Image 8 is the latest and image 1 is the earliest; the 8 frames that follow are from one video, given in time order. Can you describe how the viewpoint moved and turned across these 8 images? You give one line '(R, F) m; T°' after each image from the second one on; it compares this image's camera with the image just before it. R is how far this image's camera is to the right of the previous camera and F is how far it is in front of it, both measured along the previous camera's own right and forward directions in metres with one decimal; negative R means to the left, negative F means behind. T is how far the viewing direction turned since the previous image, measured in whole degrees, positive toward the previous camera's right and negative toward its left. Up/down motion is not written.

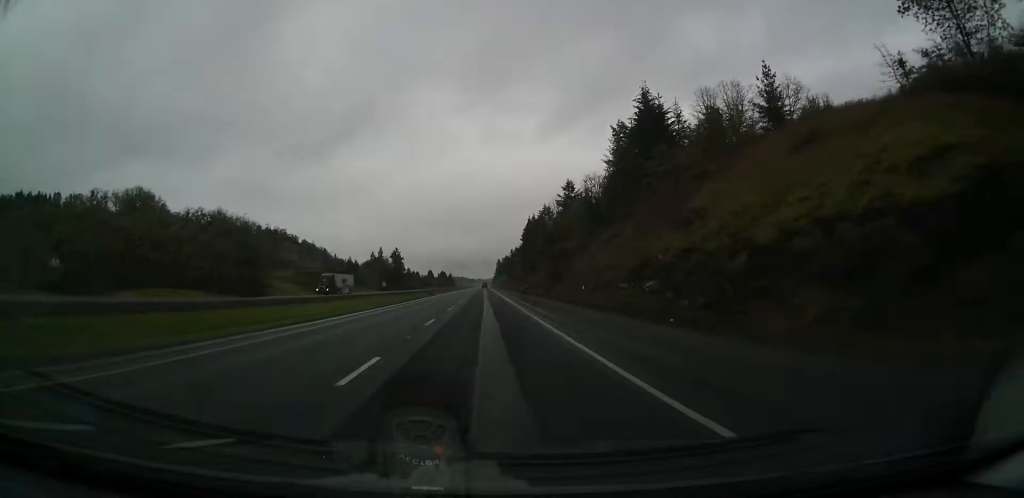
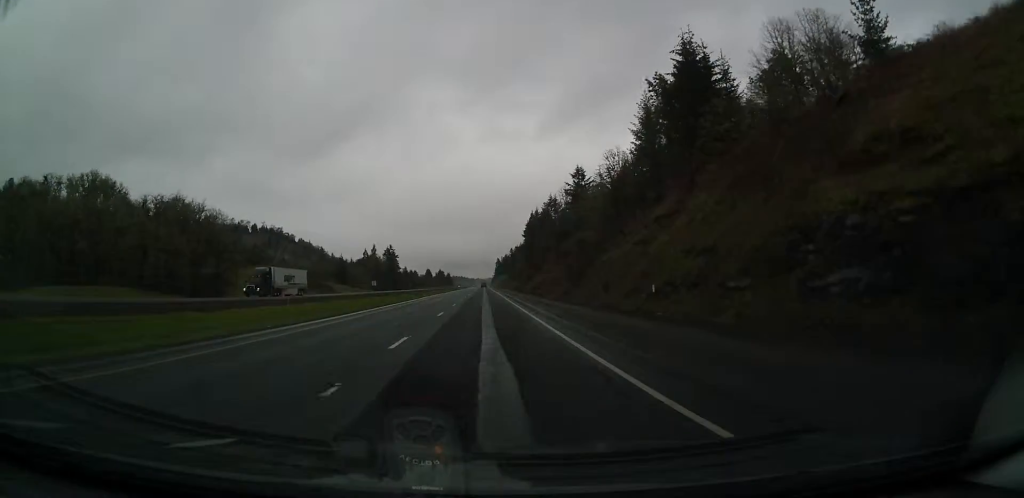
(0.0, +19.7) m; 0°
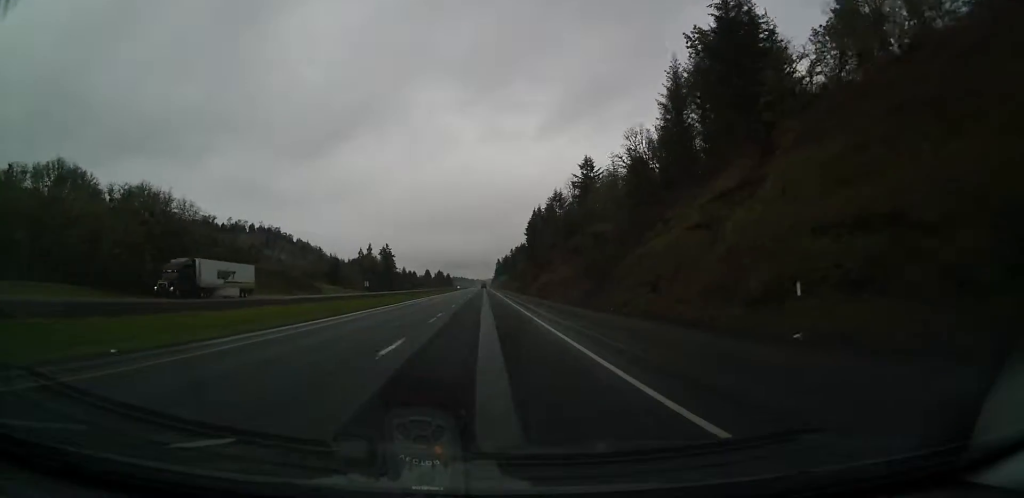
(0.0, +13.1) m; 0°
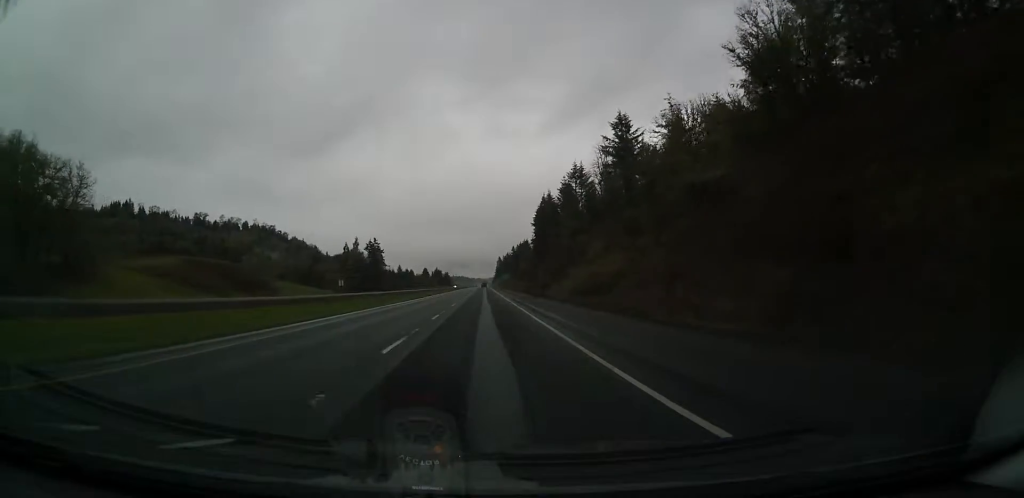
(-0.1, +36.0) m; -1°
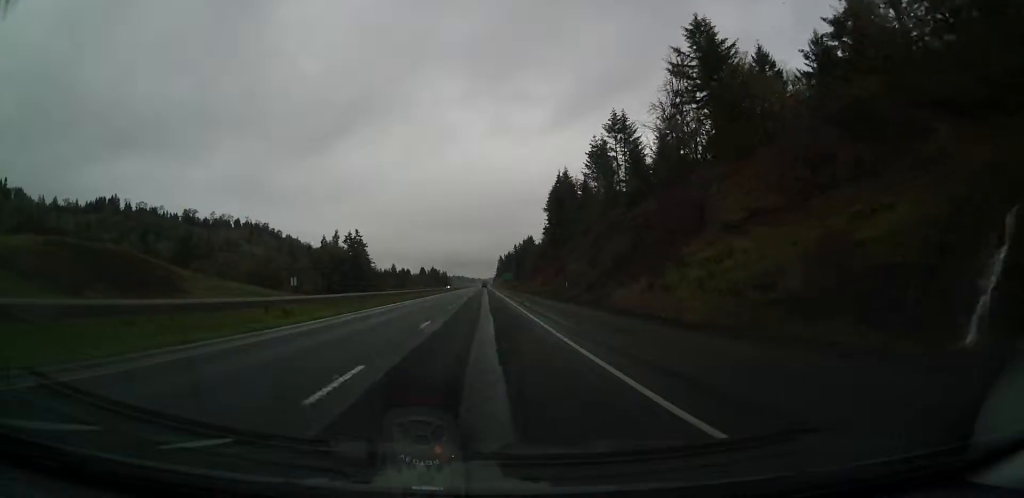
(-0.4, +41.4) m; 0°
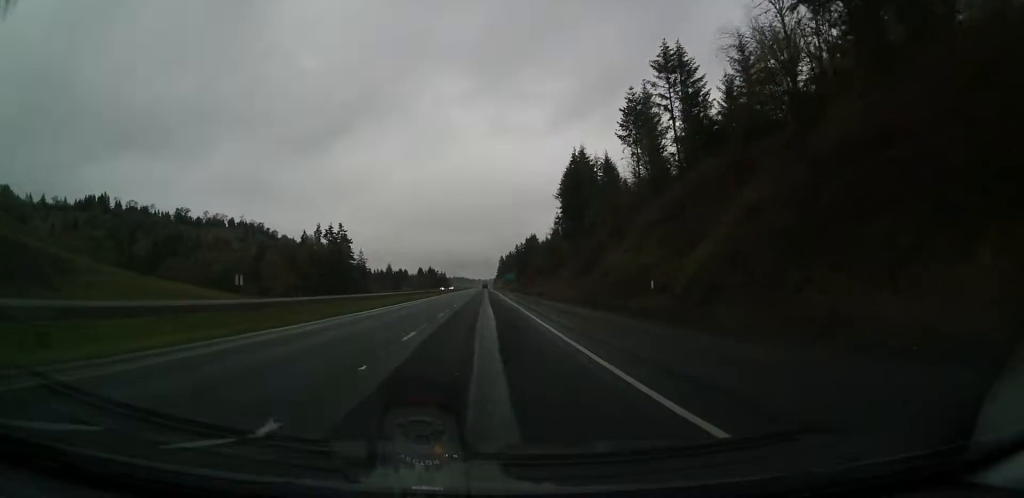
(+0.1, +28.5) m; 0°
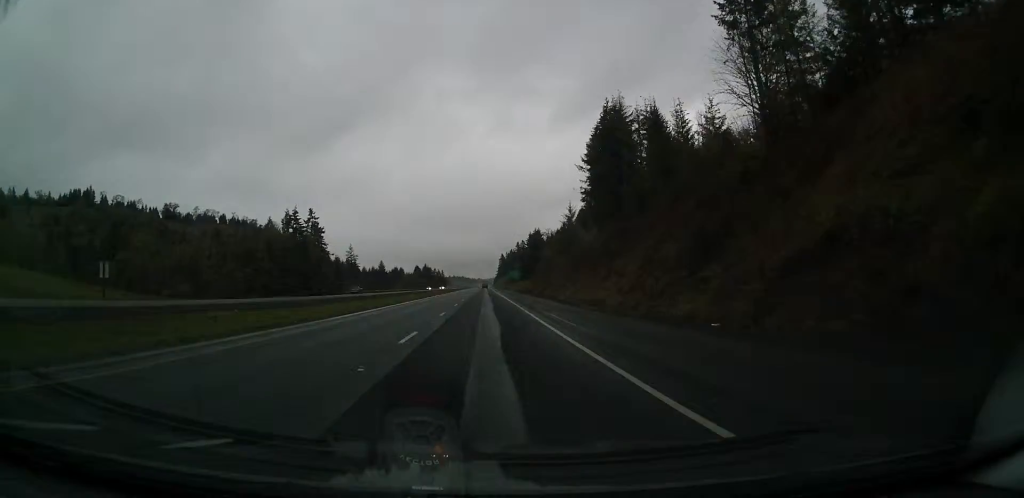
(0.0, +37.3) m; 0°
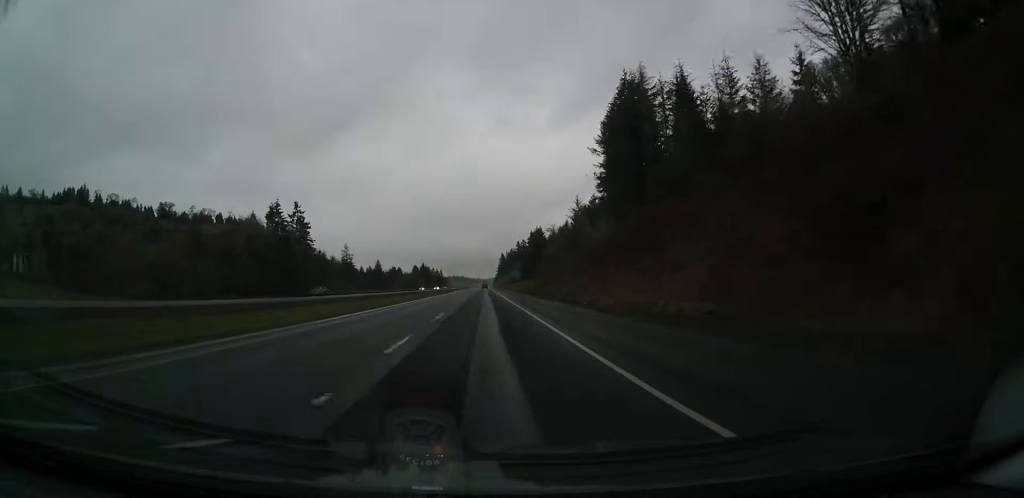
(-0.1, +14.3) m; 0°
